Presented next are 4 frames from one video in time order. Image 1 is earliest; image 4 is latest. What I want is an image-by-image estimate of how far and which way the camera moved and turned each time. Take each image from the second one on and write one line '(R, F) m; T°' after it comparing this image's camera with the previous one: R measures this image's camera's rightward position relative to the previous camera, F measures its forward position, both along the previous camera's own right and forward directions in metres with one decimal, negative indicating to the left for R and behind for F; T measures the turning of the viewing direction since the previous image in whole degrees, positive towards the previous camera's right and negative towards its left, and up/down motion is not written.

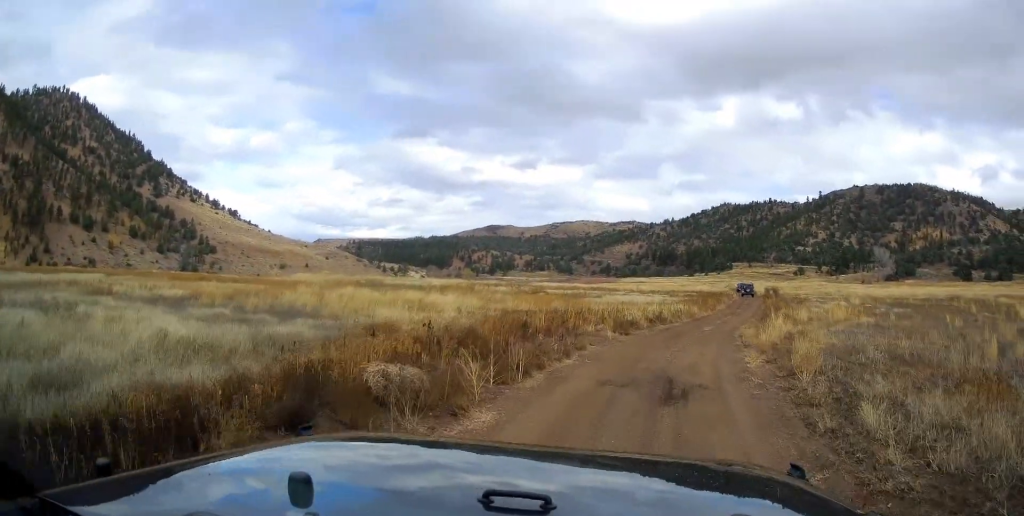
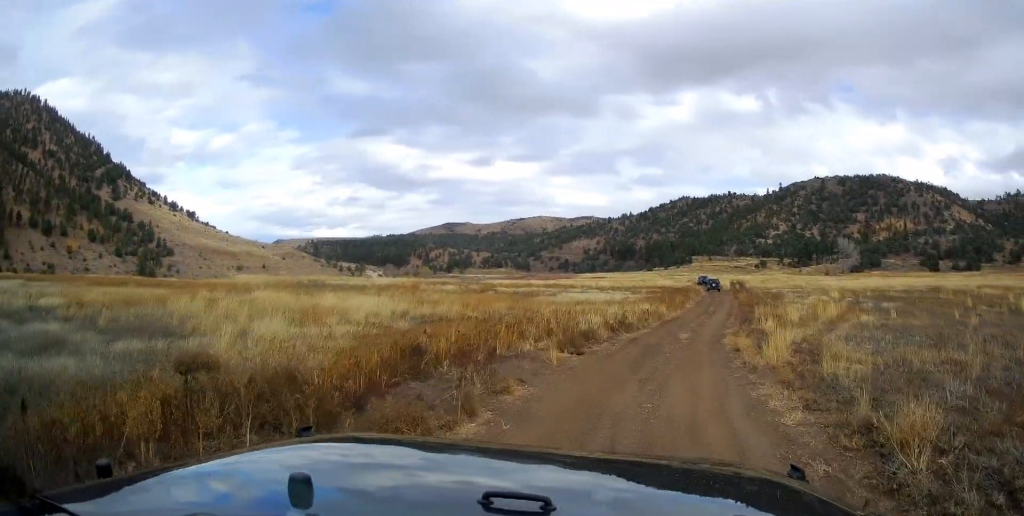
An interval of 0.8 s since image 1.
(-0.1, +5.3) m; +2°
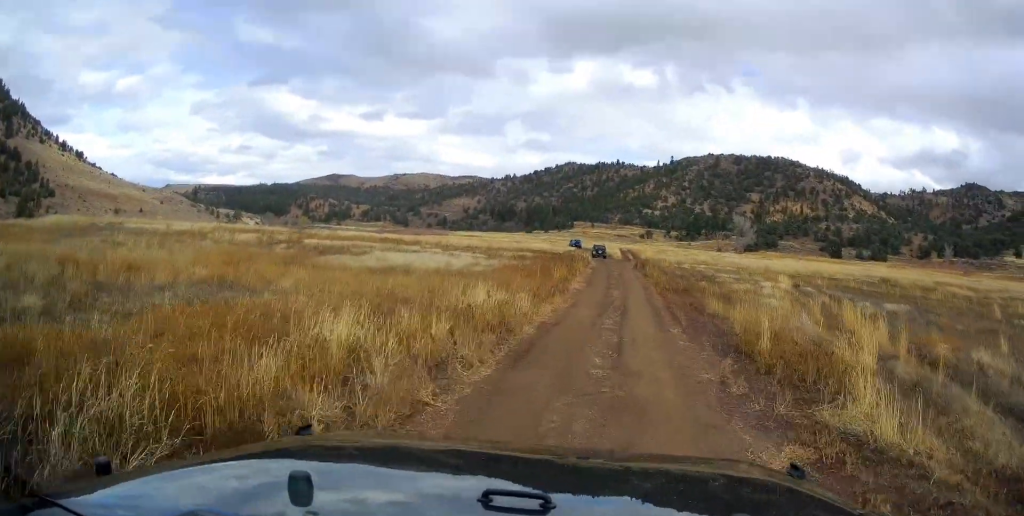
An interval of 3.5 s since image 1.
(+3.4, +18.0) m; +17°
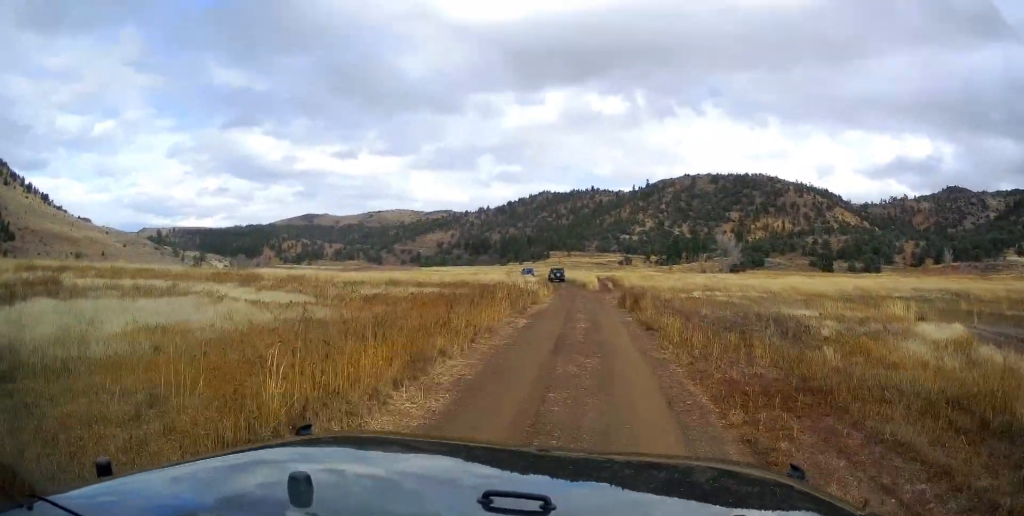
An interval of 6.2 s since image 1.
(+0.1, +20.7) m; -2°
